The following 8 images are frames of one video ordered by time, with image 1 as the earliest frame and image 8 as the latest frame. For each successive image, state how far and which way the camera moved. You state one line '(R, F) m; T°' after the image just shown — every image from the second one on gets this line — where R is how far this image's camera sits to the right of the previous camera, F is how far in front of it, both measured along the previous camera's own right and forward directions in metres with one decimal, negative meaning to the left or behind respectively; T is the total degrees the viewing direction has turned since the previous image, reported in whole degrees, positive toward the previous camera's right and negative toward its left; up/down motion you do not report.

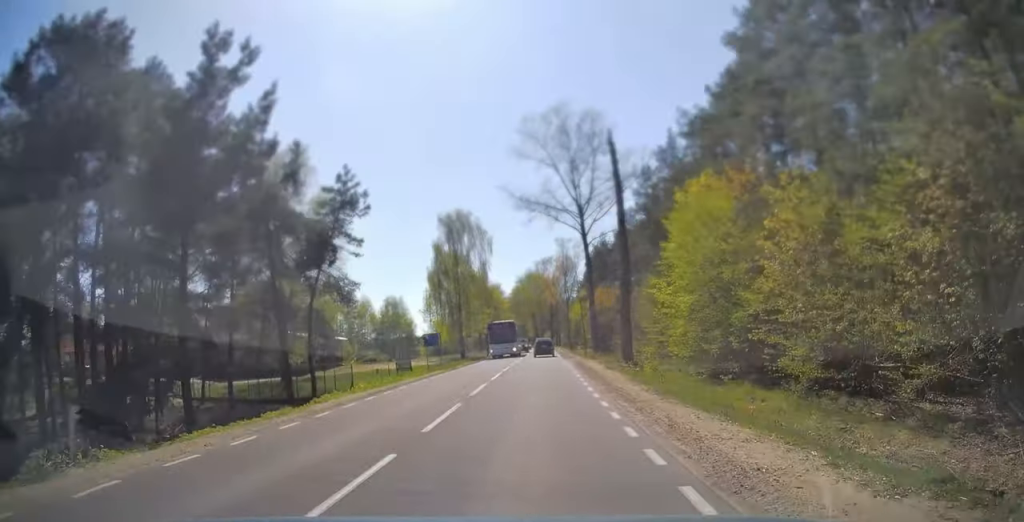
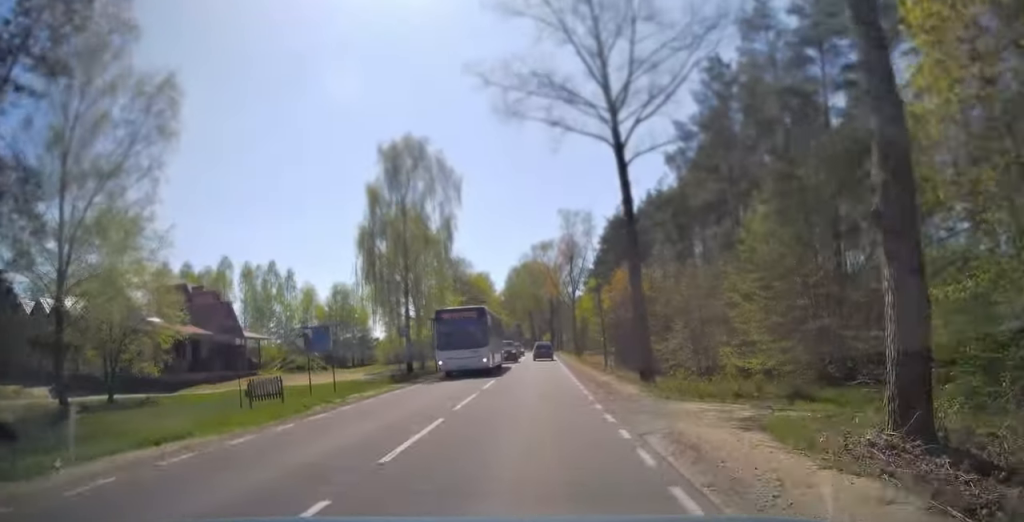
(+0.2, +25.8) m; 0°
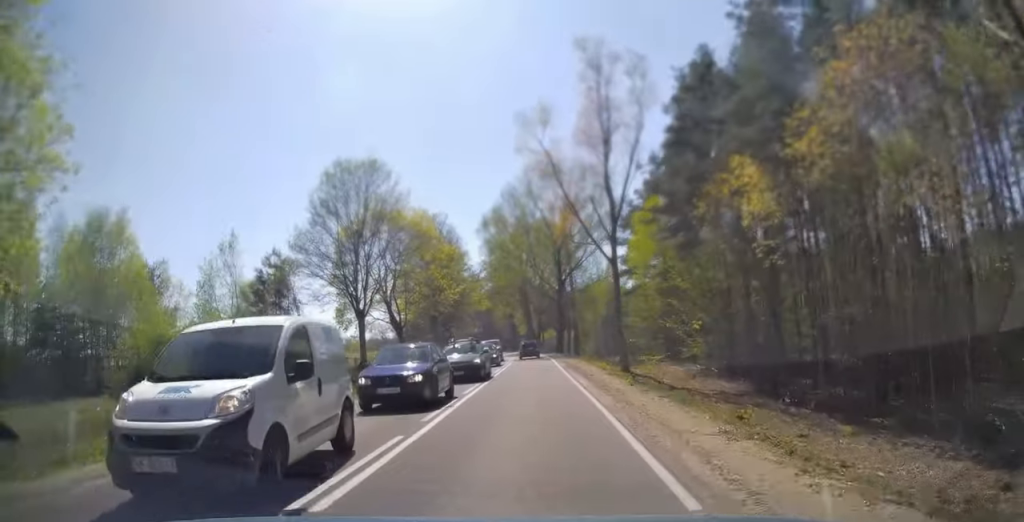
(-0.1, +46.5) m; 0°
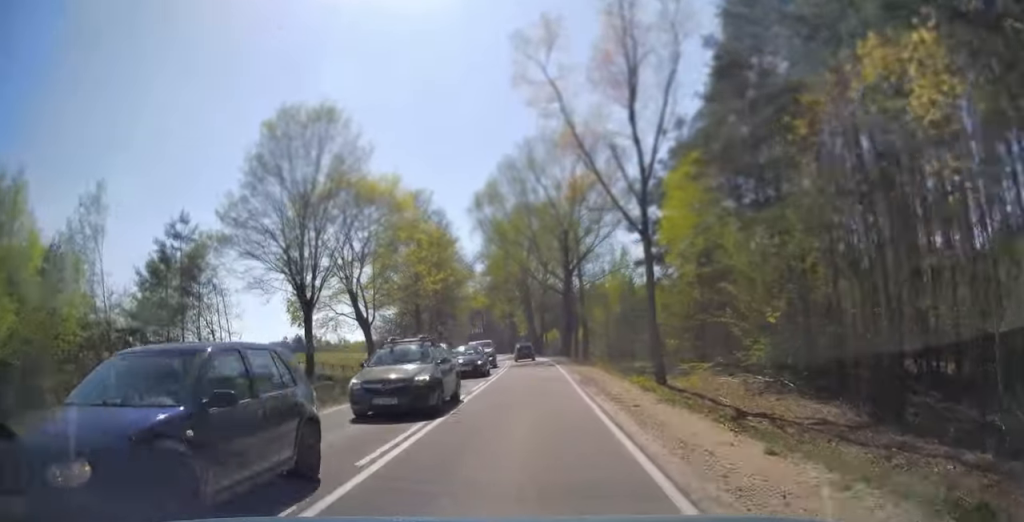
(0.0, +9.7) m; 0°
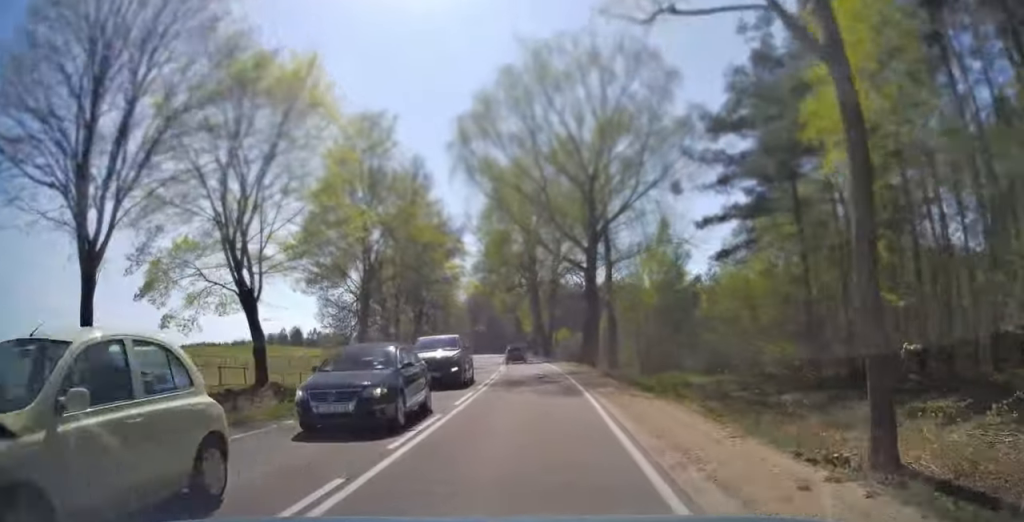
(0.0, +16.5) m; -1°
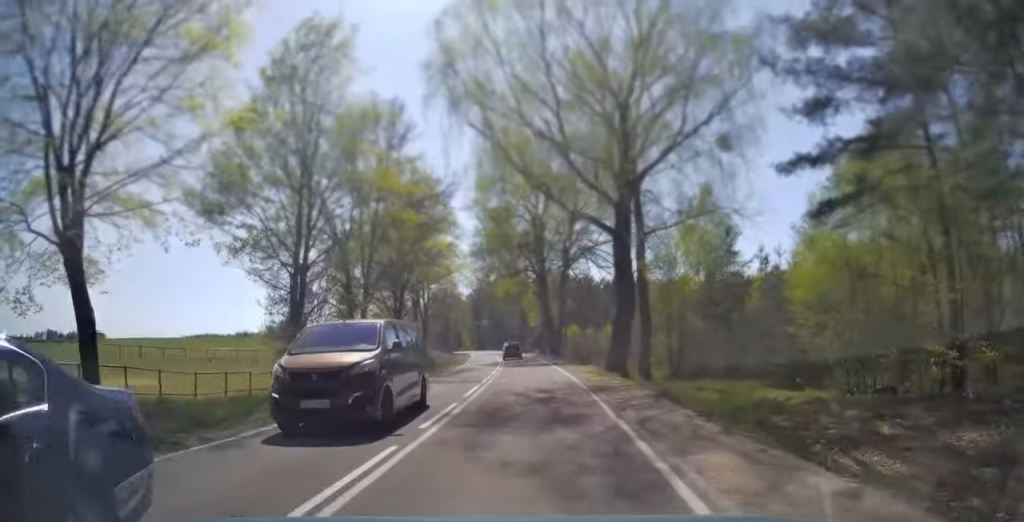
(+0.1, +10.0) m; -1°
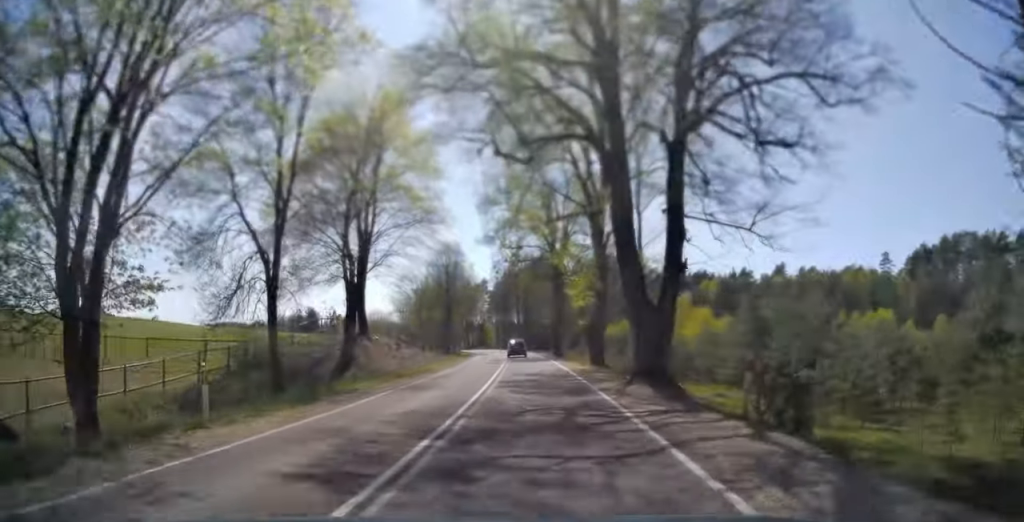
(-1.8, +34.7) m; -4°
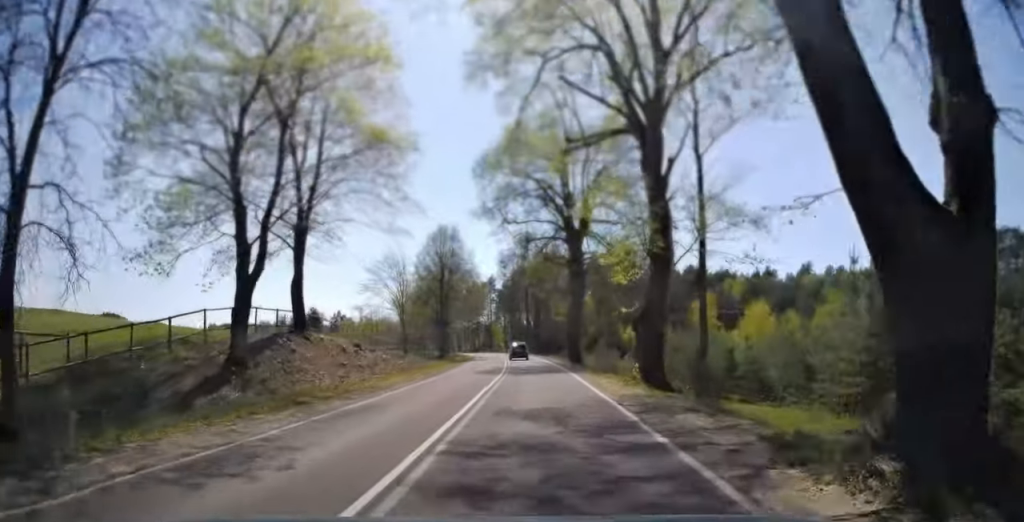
(-0.1, +12.8) m; -1°
